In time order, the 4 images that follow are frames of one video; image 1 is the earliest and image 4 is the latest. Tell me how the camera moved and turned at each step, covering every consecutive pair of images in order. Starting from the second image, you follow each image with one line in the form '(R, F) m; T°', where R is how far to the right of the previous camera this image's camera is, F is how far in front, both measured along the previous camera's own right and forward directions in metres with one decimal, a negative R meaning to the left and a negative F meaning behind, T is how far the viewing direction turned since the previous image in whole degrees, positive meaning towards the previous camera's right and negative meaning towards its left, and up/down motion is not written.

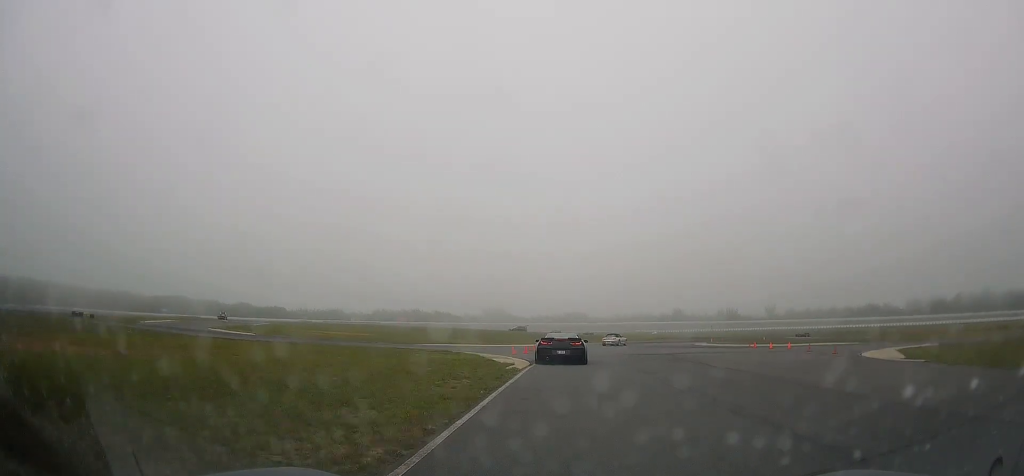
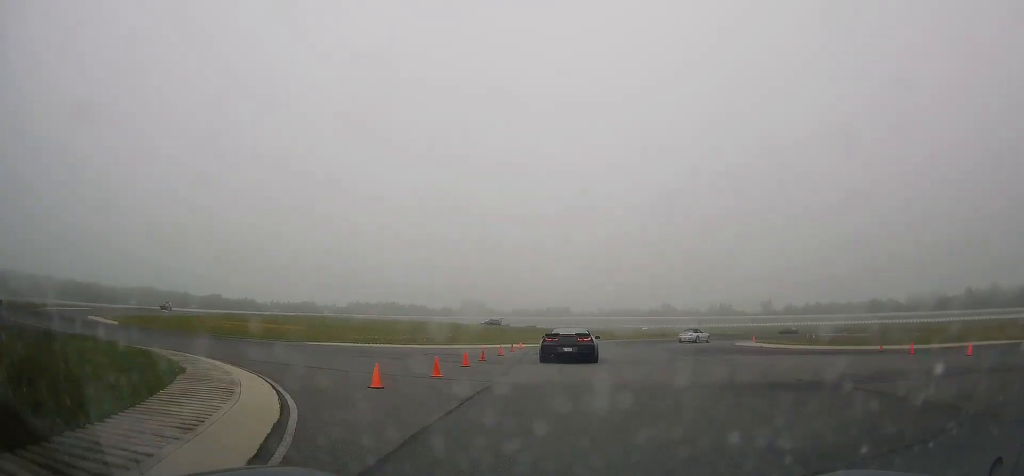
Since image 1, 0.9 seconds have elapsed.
(0.0, +23.6) m; +2°
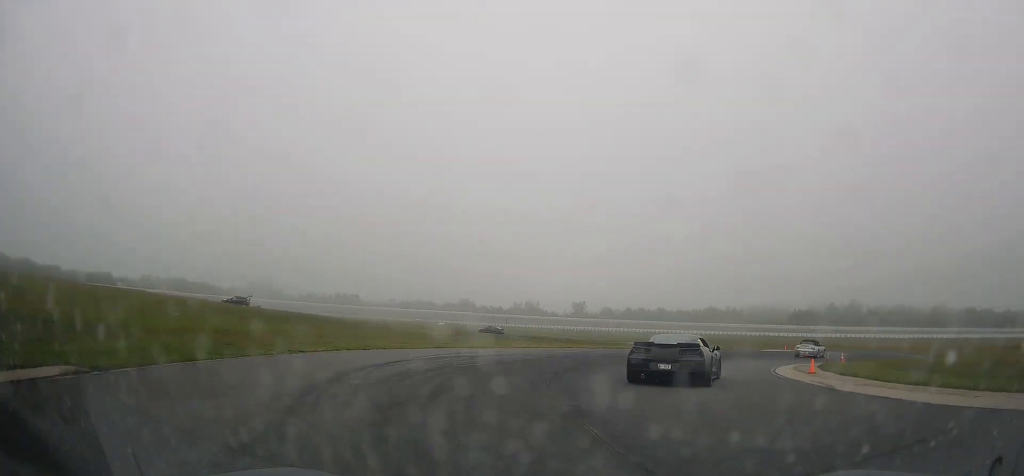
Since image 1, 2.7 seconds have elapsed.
(+4.2, +39.0) m; +21°
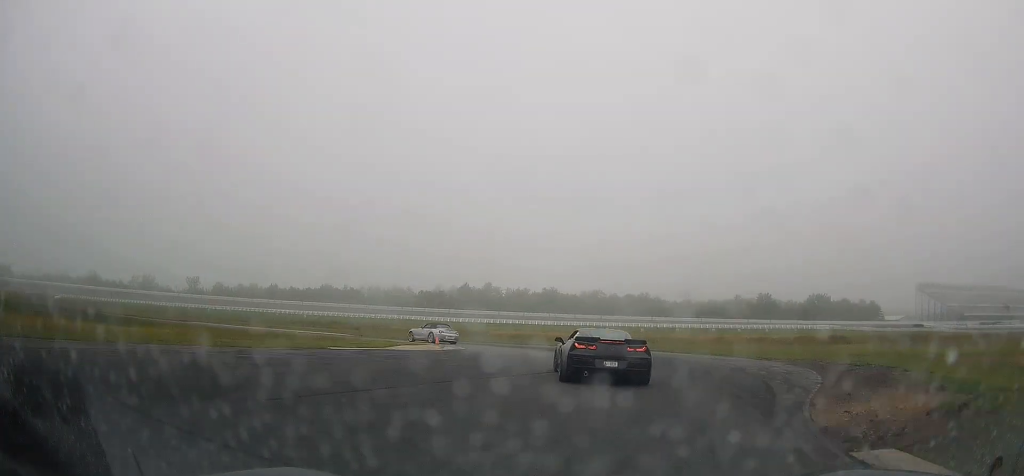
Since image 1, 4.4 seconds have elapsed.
(+9.9, +28.8) m; +28°
